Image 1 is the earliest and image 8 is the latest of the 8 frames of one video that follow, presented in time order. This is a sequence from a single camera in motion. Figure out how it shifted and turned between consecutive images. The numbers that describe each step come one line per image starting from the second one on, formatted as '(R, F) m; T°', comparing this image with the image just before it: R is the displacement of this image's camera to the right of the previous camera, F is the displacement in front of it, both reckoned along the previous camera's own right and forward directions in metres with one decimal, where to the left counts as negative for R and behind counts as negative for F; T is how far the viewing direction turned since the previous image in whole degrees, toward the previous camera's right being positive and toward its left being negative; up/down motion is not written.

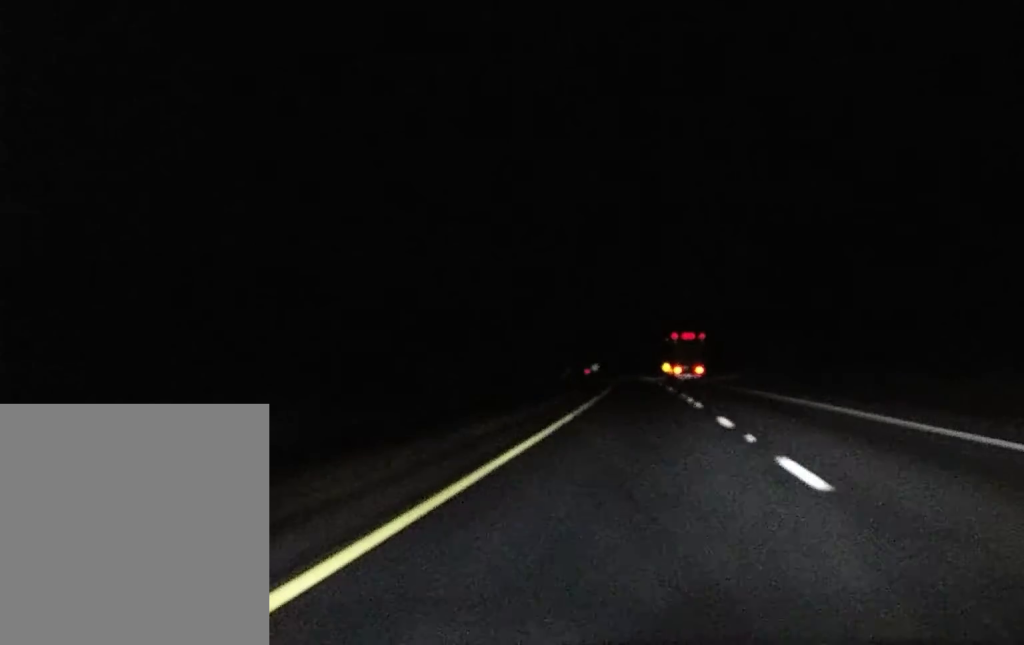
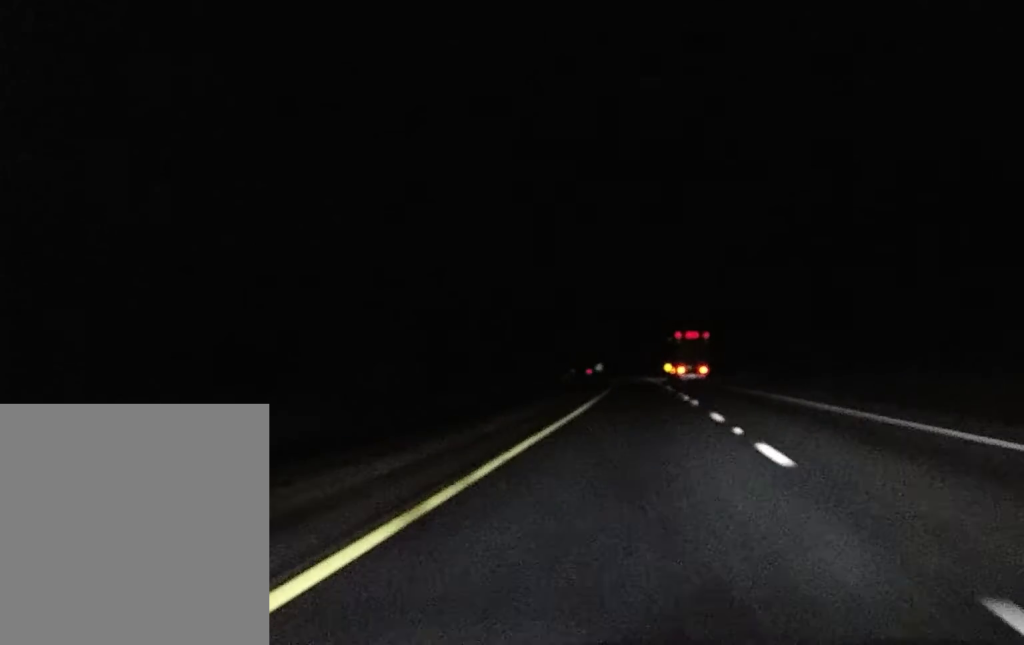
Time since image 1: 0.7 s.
(0.0, +26.4) m; -1°
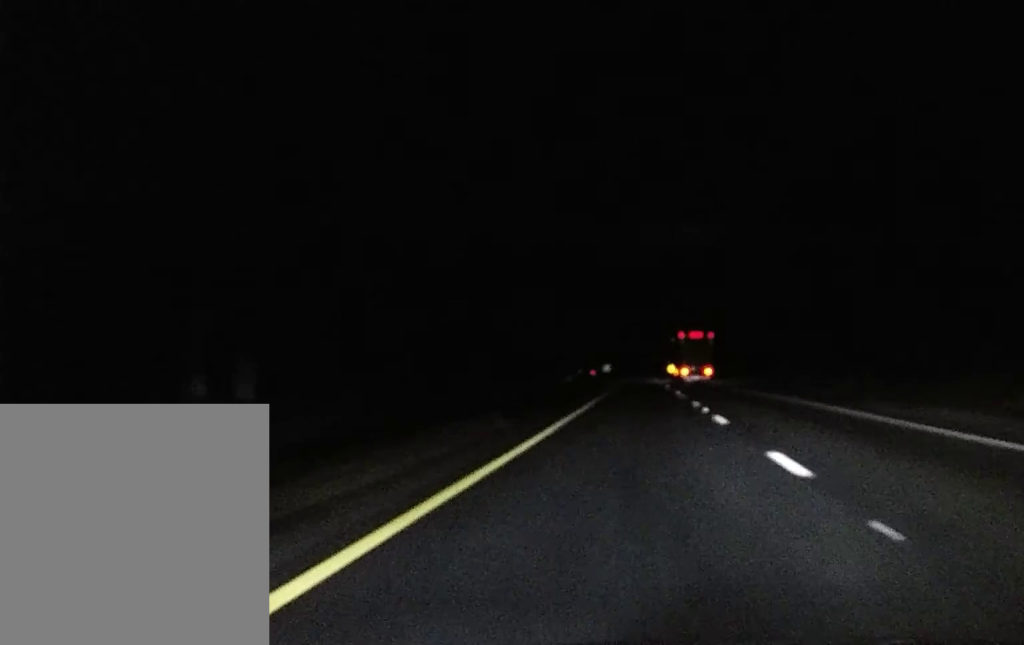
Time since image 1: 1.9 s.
(-0.6, +42.0) m; -1°
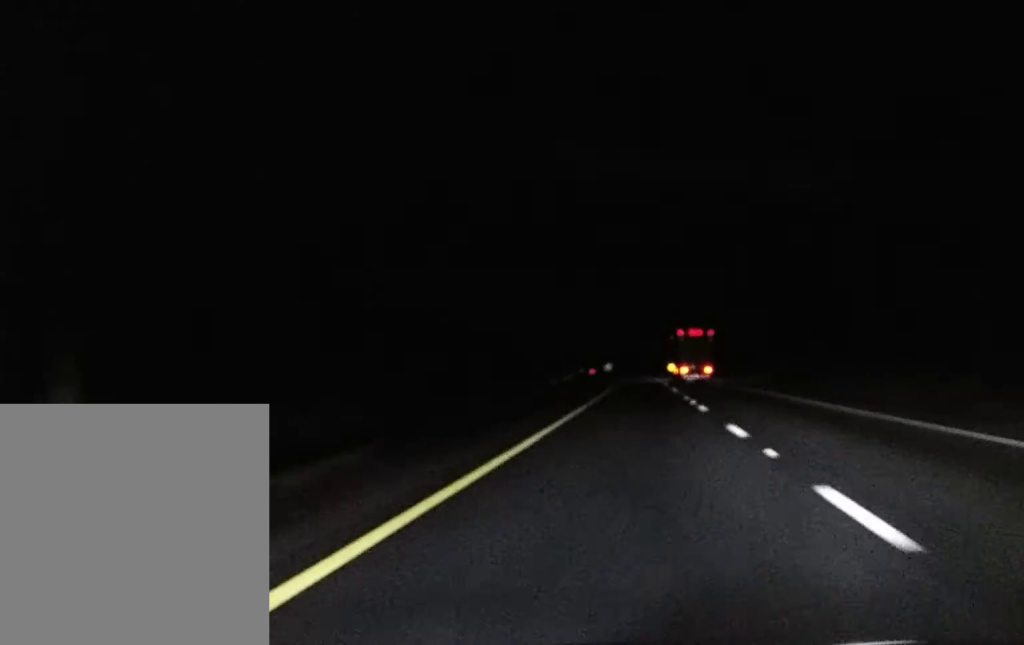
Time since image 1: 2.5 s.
(+0.1, +18.3) m; 0°
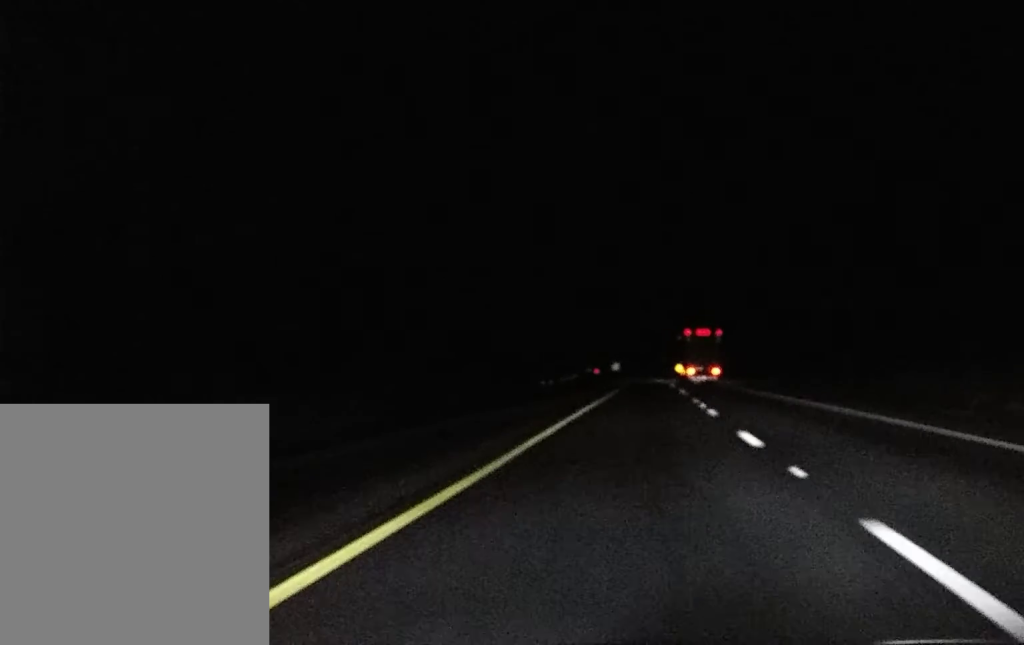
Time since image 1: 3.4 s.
(0.0, +29.0) m; -1°
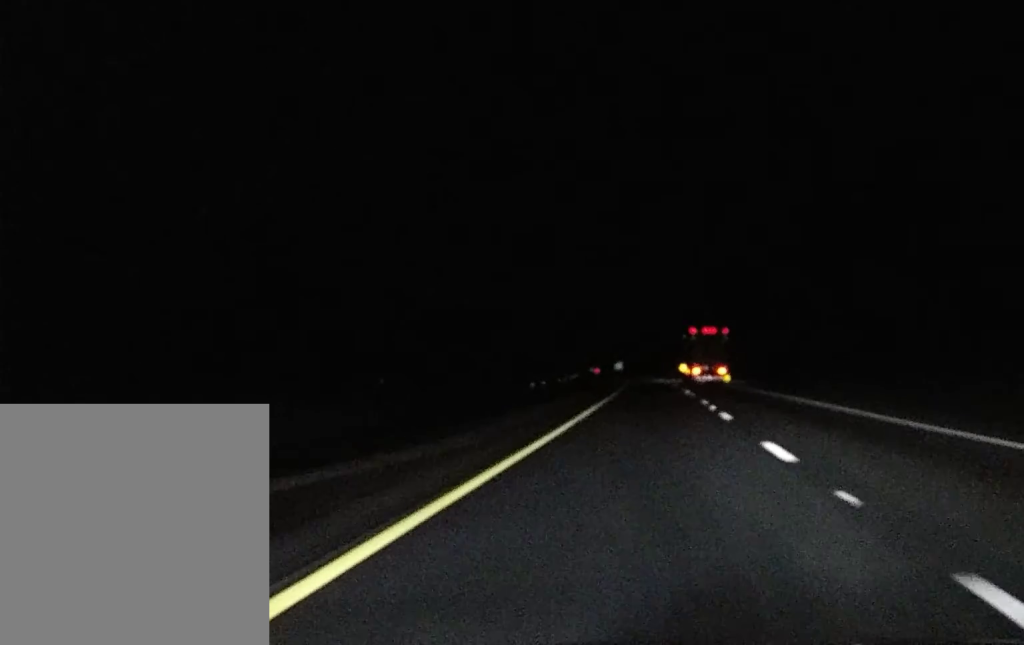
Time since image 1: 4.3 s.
(-0.3, +25.4) m; 0°
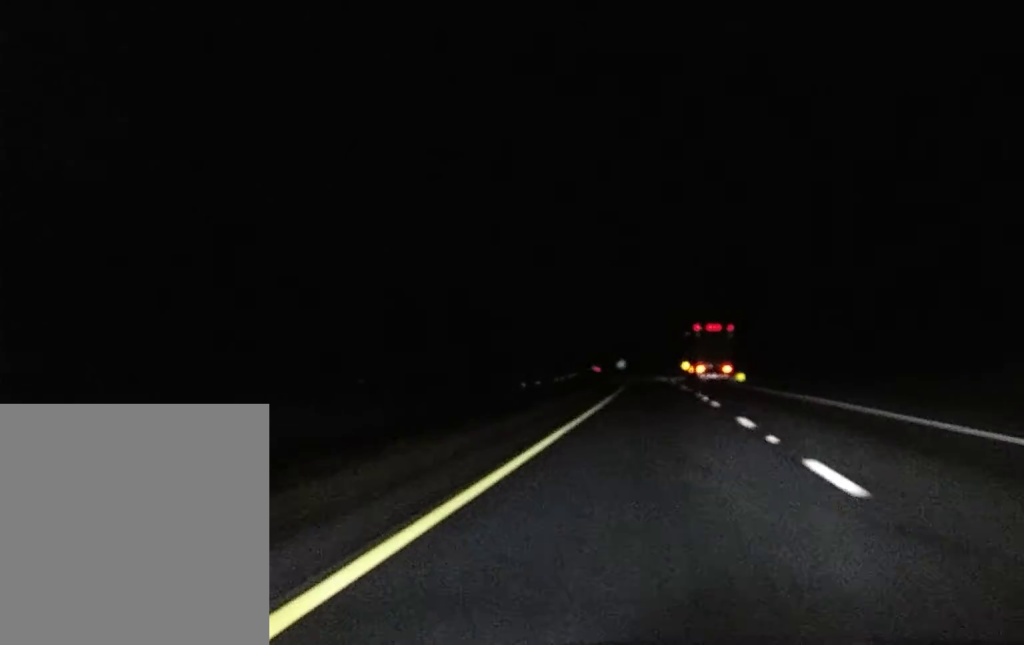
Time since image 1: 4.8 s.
(-0.1, +16.2) m; 0°
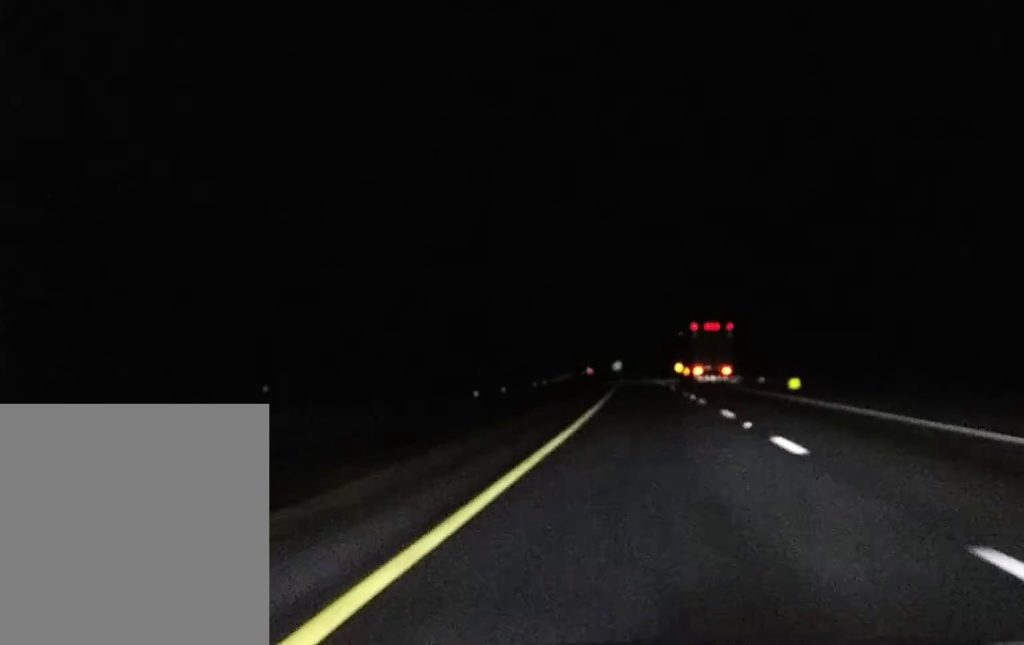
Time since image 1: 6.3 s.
(+0.1, +44.7) m; -1°
